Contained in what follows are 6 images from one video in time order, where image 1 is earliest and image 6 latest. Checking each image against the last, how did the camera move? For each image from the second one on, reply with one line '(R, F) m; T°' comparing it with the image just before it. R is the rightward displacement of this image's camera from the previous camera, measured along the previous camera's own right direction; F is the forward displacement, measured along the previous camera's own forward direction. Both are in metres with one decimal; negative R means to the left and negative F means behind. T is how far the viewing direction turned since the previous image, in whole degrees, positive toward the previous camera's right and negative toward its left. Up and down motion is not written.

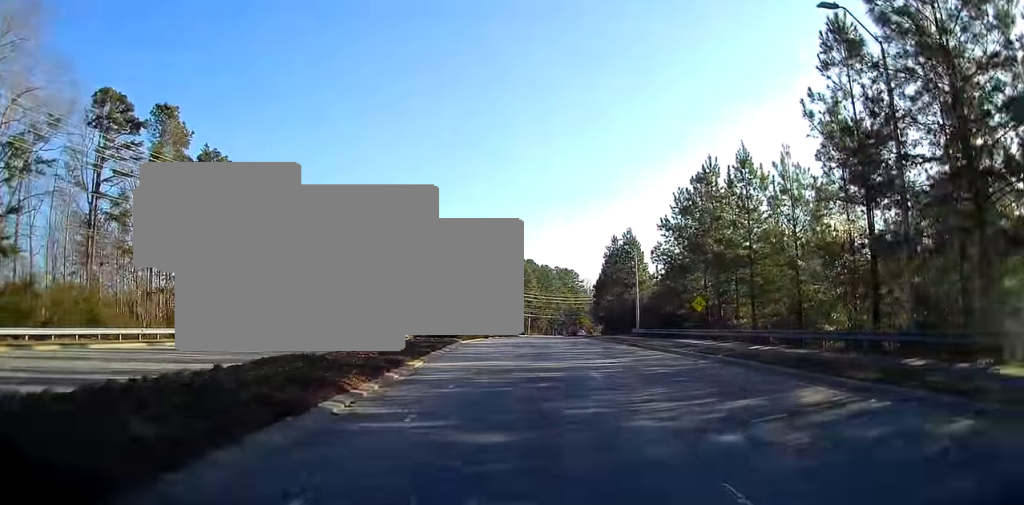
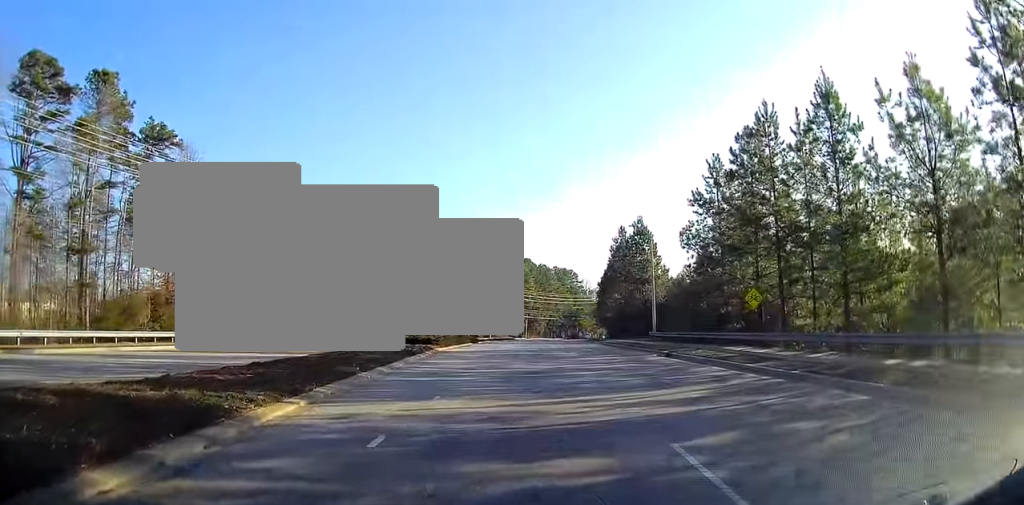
(-0.1, +10.7) m; 0°
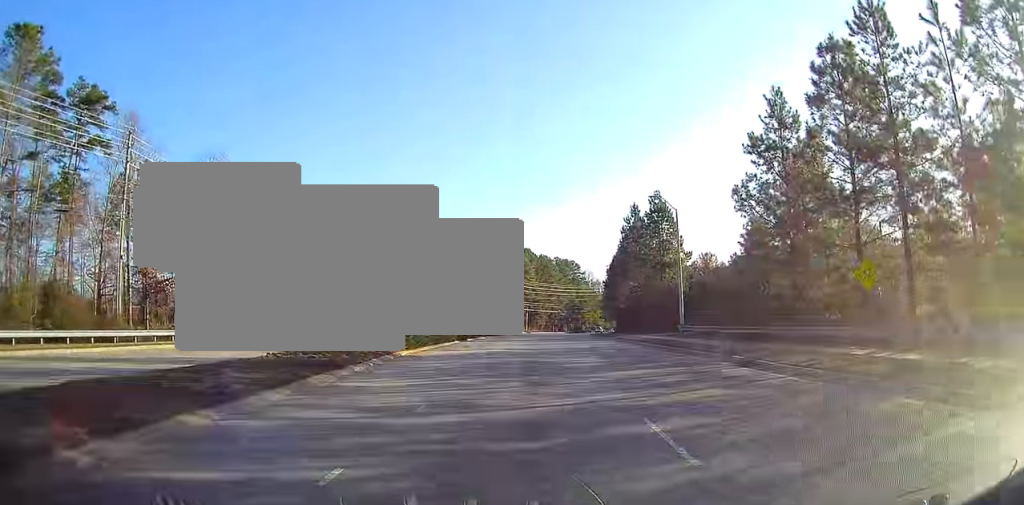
(0.0, +10.7) m; 0°
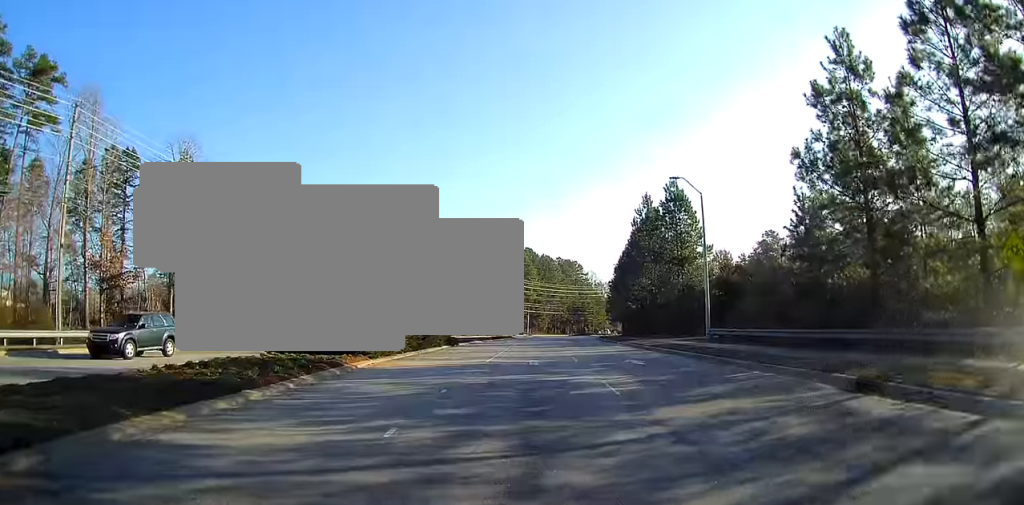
(0.0, +6.9) m; 0°
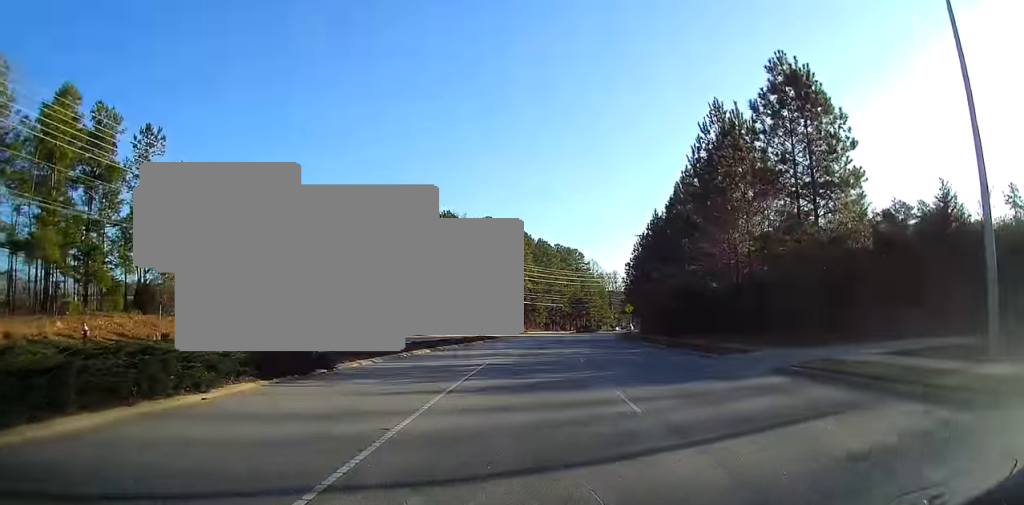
(+0.1, +27.3) m; +1°
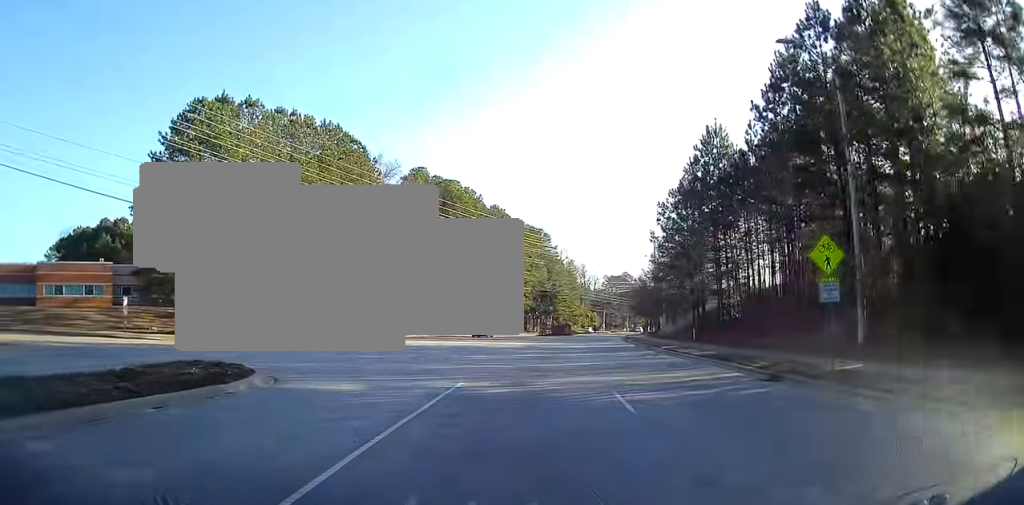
(+1.1, +49.5) m; +2°
